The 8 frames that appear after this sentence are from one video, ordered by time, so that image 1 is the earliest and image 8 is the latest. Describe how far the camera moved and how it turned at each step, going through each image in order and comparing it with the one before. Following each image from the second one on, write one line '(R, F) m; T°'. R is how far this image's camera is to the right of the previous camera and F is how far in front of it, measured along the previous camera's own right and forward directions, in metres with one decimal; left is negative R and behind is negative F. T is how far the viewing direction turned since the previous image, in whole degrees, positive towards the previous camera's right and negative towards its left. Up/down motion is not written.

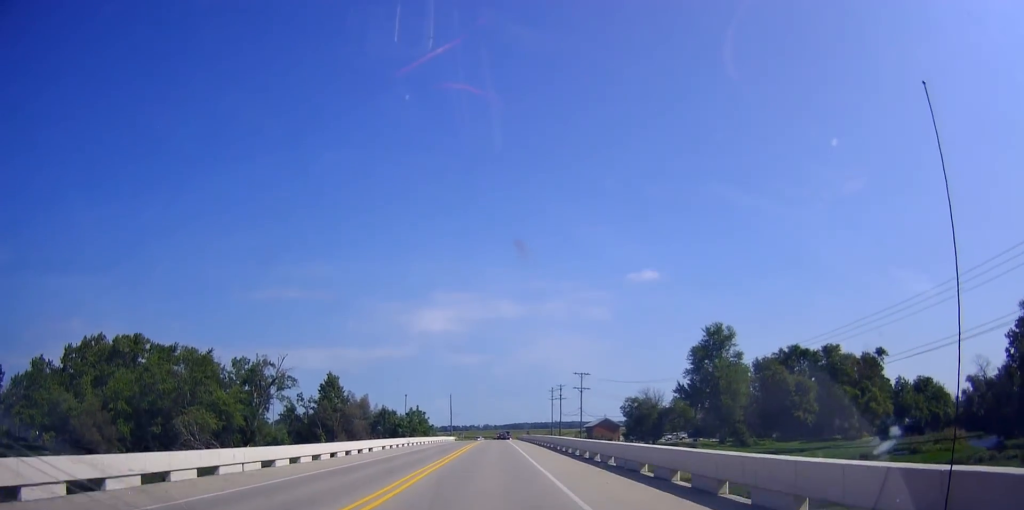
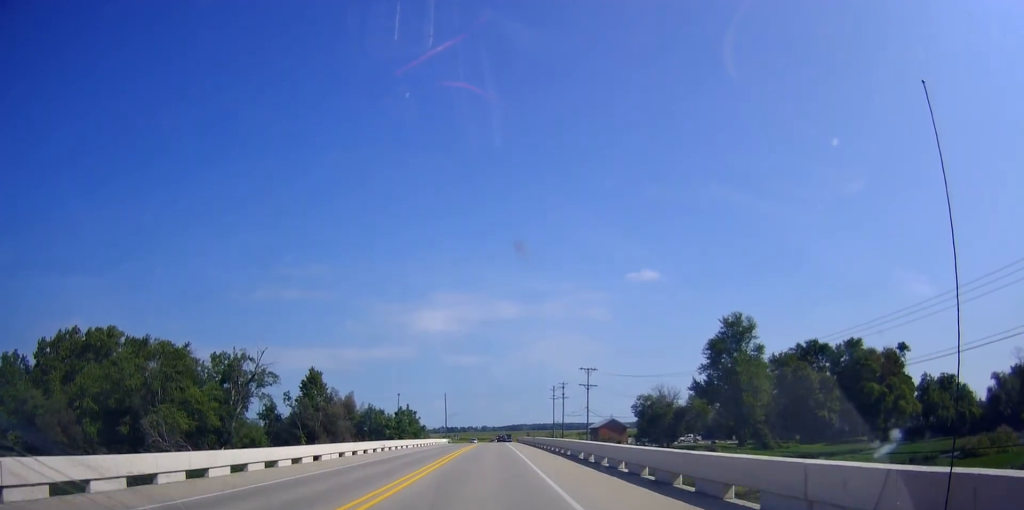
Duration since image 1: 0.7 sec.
(+0.2, +11.5) m; -2°
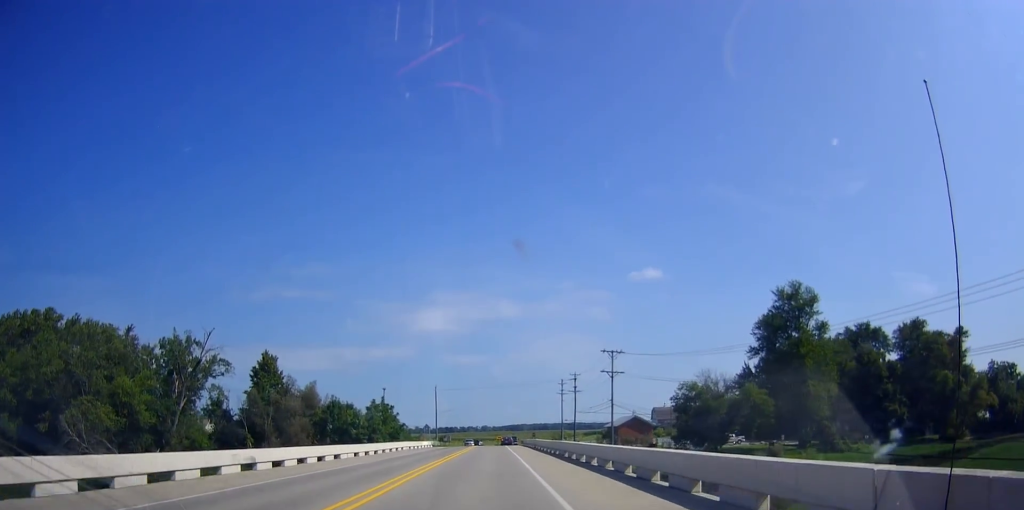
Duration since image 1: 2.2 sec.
(-1.0, +24.5) m; -2°
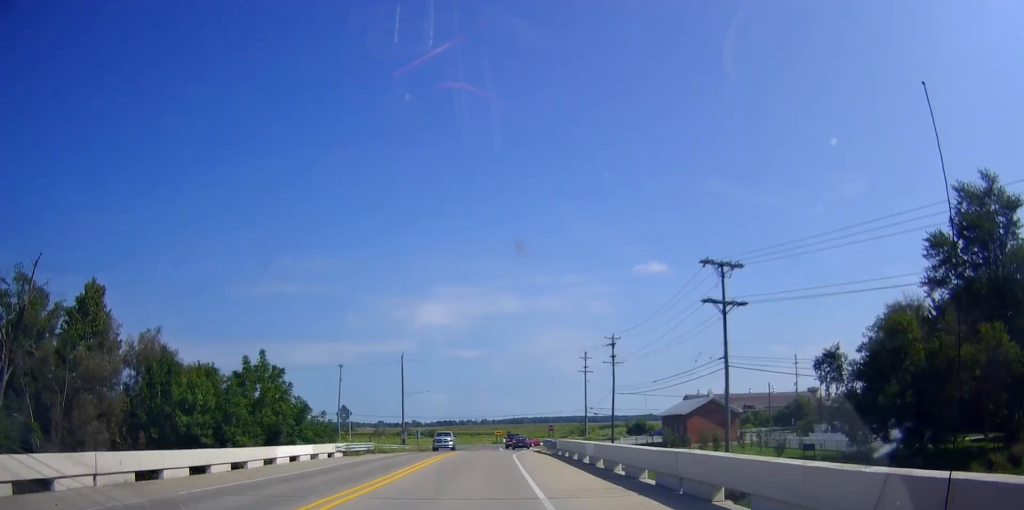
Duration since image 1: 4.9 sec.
(+1.1, +46.8) m; +3°
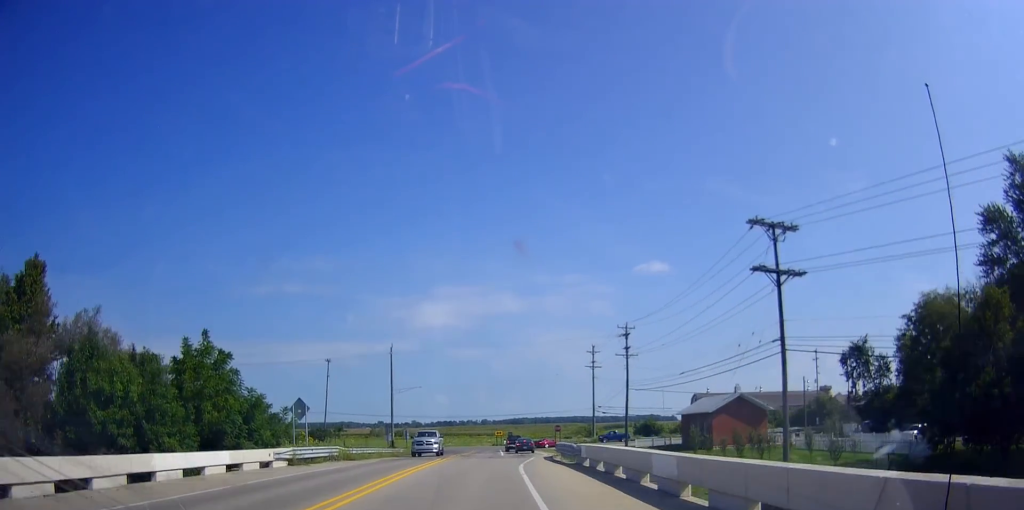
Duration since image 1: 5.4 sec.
(+0.2, +9.7) m; 0°
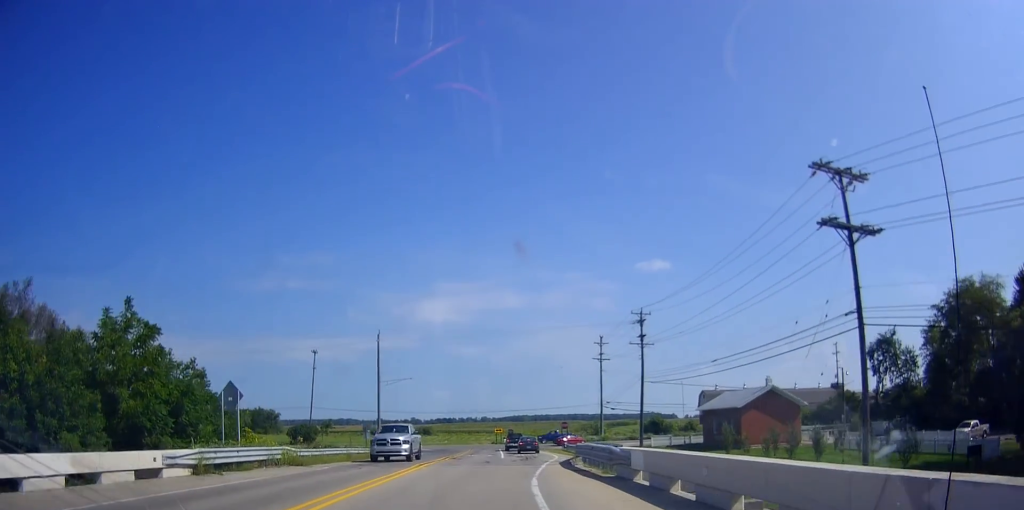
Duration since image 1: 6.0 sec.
(+0.1, +9.0) m; 0°
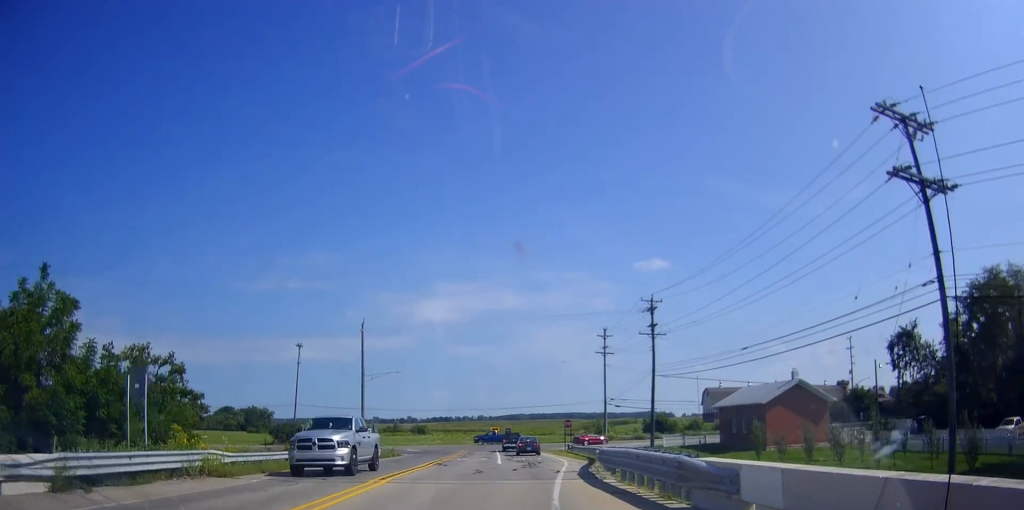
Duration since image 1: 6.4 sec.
(0.0, +6.9) m; -1°
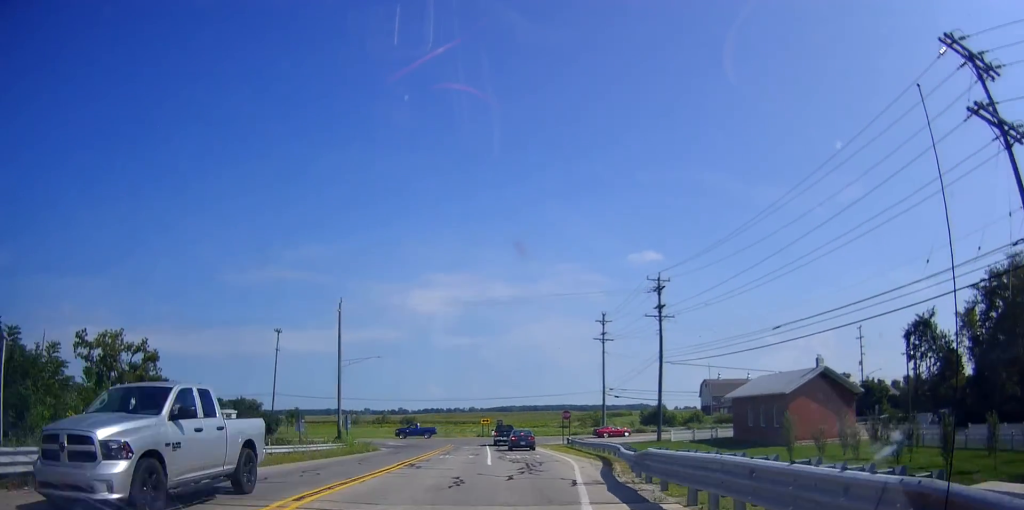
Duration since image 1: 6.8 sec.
(+0.1, +6.9) m; -1°
